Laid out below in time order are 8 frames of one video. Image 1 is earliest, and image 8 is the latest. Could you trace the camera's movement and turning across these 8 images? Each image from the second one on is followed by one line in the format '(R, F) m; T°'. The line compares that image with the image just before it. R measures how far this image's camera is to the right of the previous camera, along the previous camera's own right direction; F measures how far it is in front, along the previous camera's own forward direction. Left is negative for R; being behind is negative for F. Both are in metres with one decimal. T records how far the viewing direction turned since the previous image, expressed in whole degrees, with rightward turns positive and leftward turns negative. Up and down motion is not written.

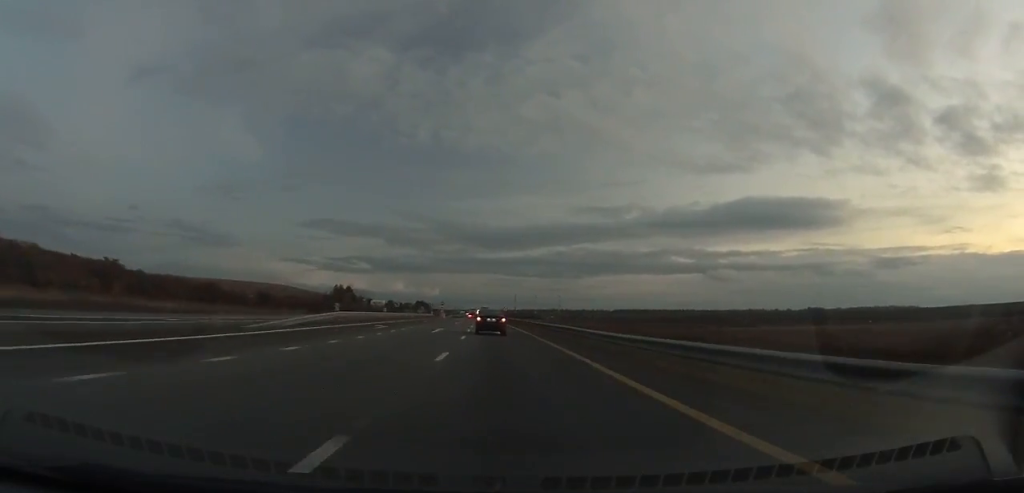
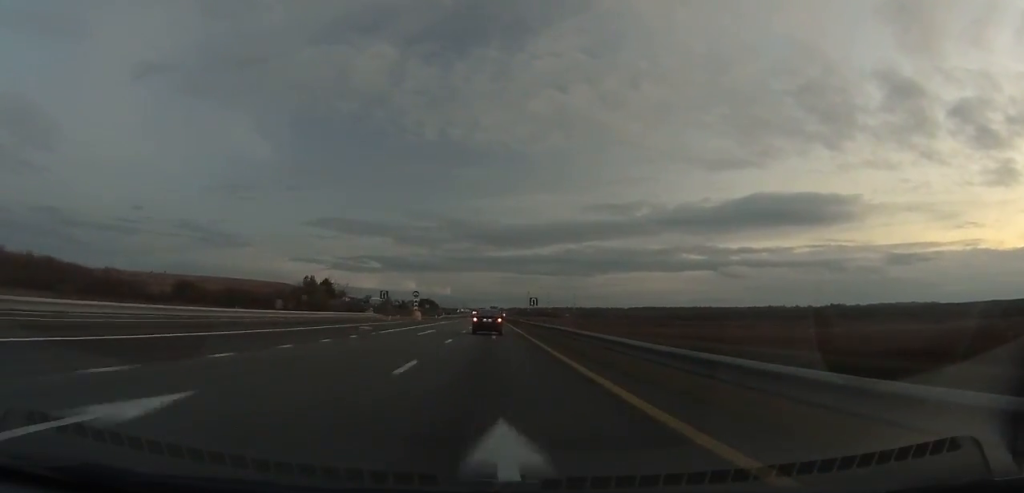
(0.0, +61.9) m; 0°
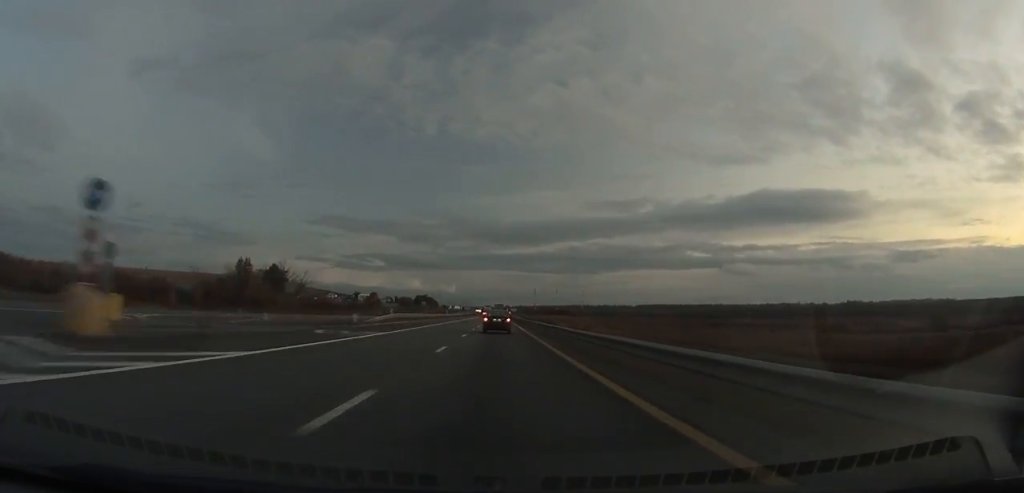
(-0.3, +61.1) m; 0°
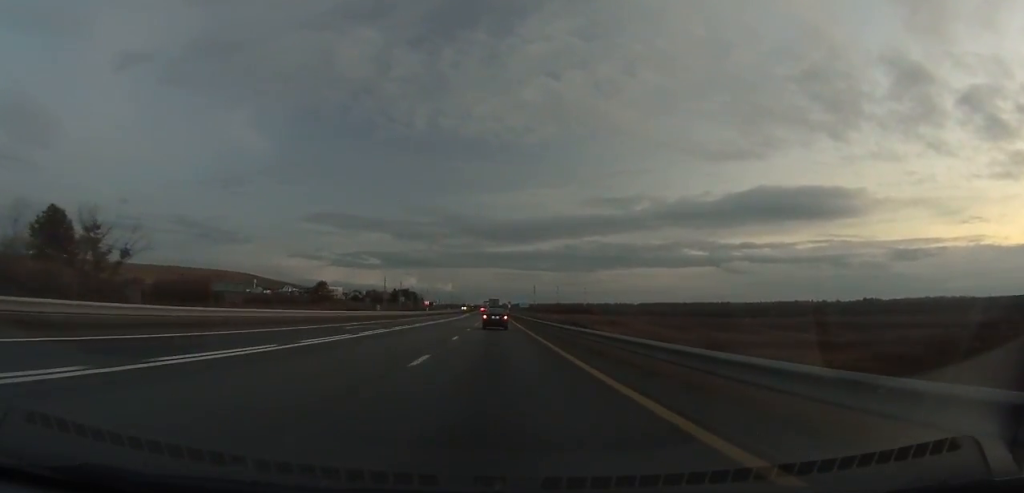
(0.0, +90.8) m; 0°
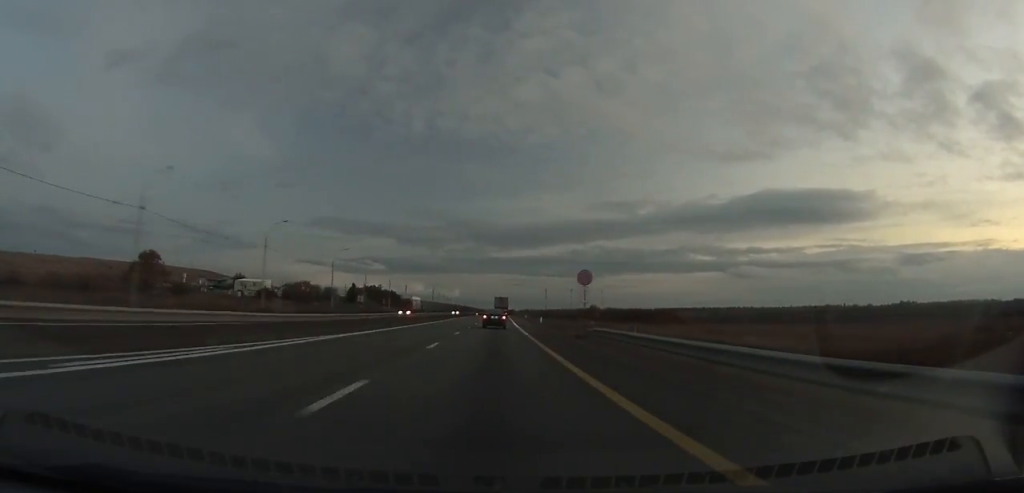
(-0.3, +132.7) m; -1°
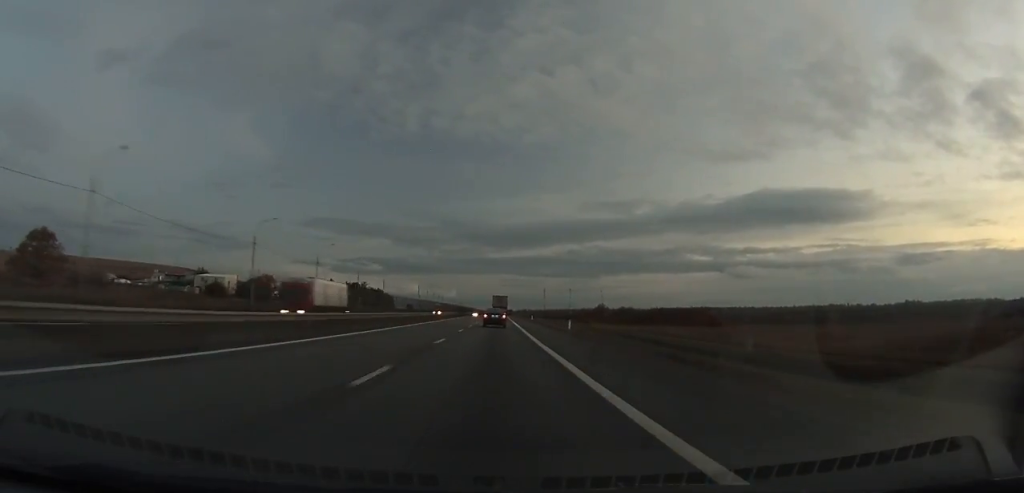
(-0.1, +32.8) m; 0°
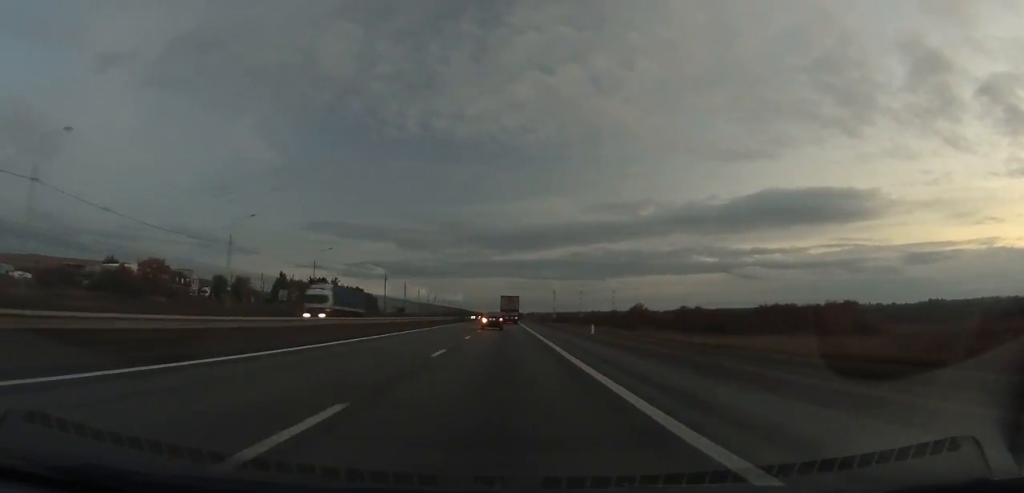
(-0.1, +66.7) m; -1°
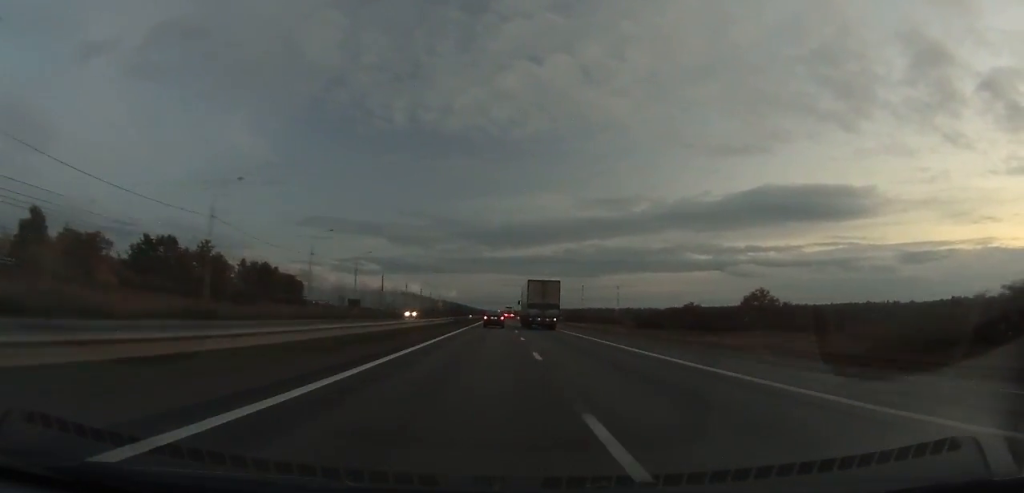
(-0.6, +107.8) m; 0°
